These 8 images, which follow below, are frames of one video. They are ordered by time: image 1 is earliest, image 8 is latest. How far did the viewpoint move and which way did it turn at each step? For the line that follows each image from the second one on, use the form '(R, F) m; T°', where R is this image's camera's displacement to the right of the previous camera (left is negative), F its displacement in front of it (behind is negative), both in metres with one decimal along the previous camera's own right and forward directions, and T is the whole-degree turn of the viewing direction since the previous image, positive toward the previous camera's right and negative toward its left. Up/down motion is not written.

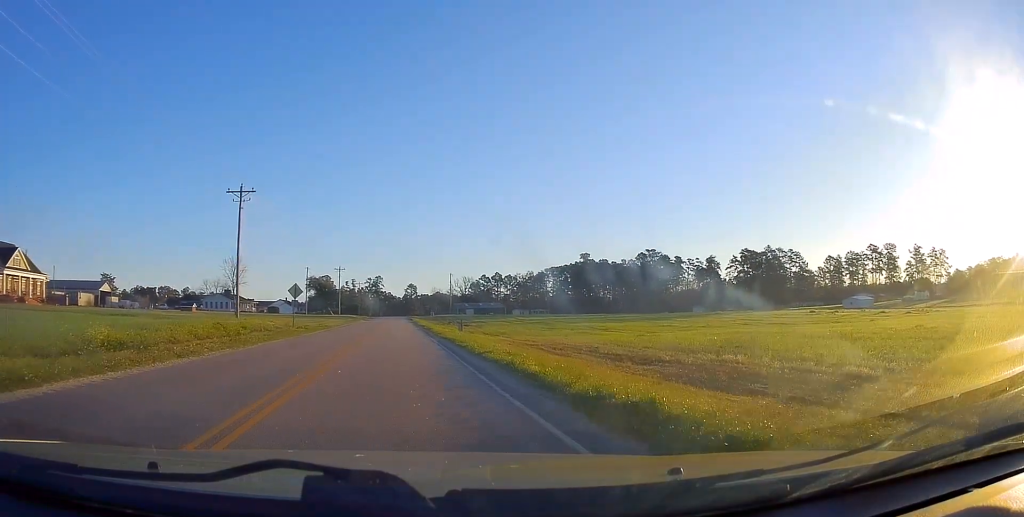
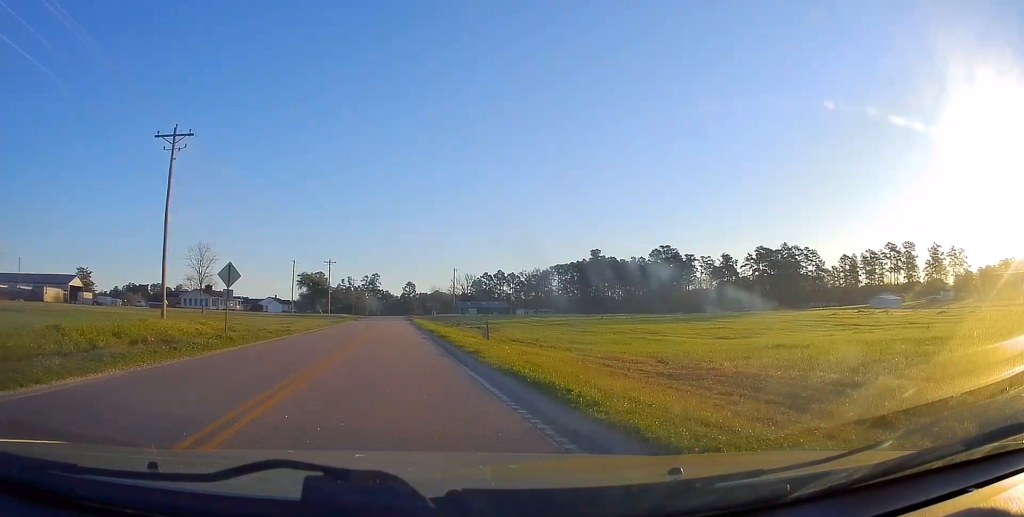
(+0.4, +14.9) m; +1°
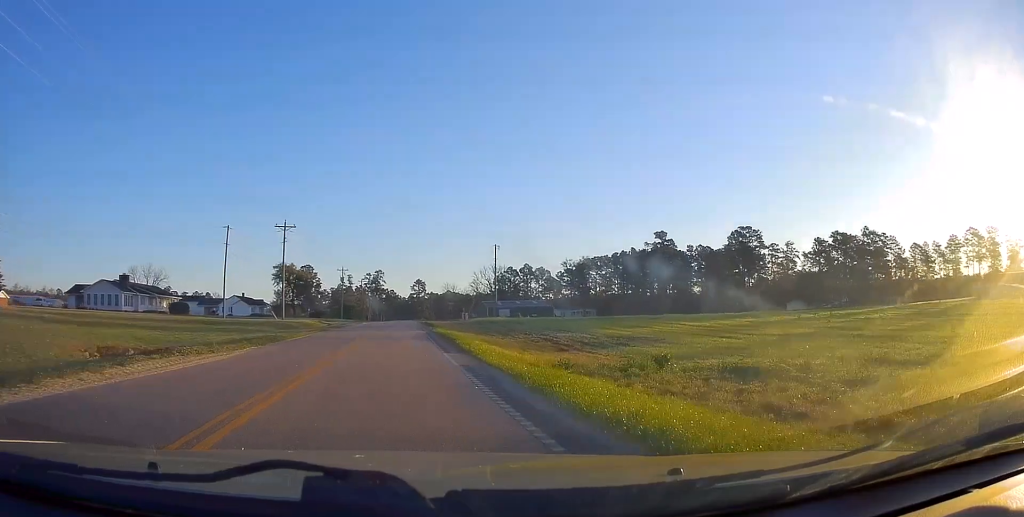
(-0.3, +50.9) m; -1°
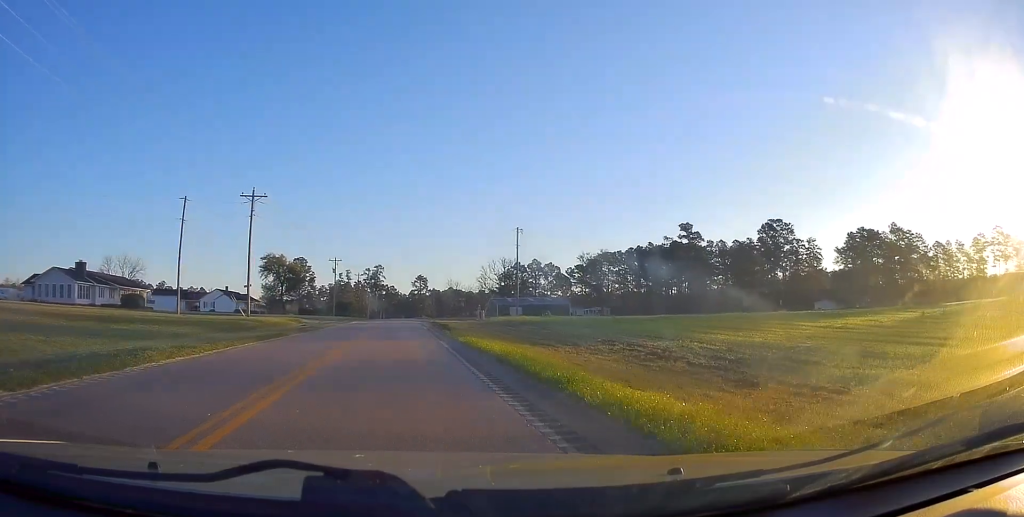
(-0.1, +15.2) m; 0°
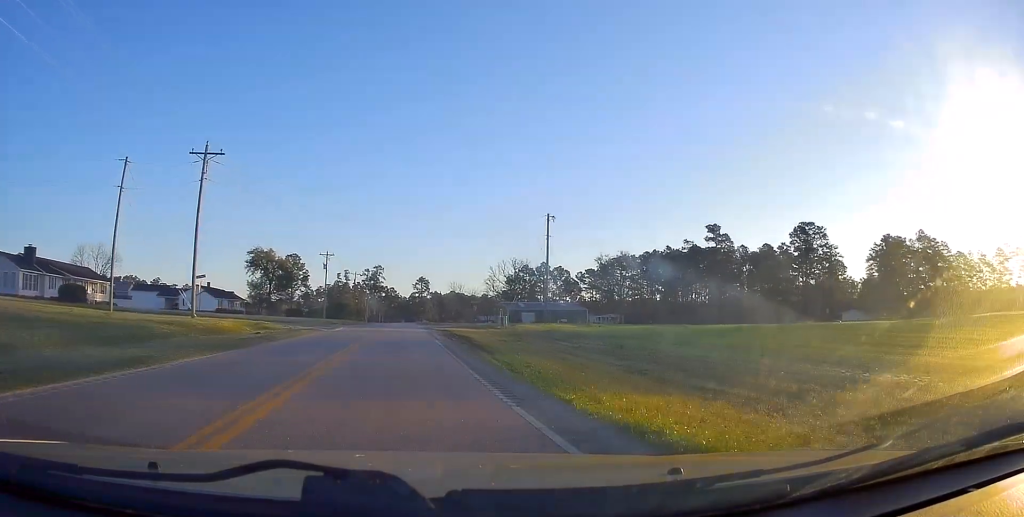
(+0.1, +14.0) m; +1°
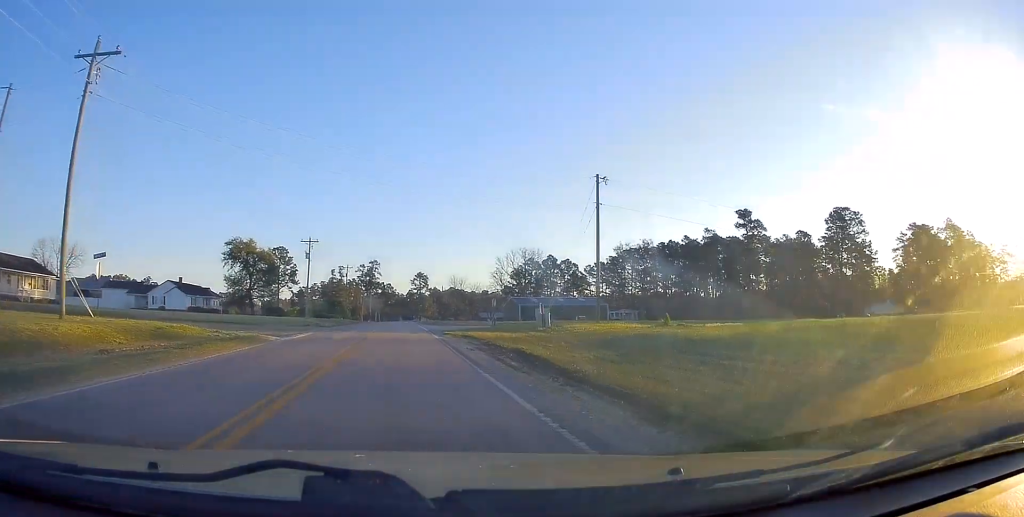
(+0.1, +15.5) m; 0°
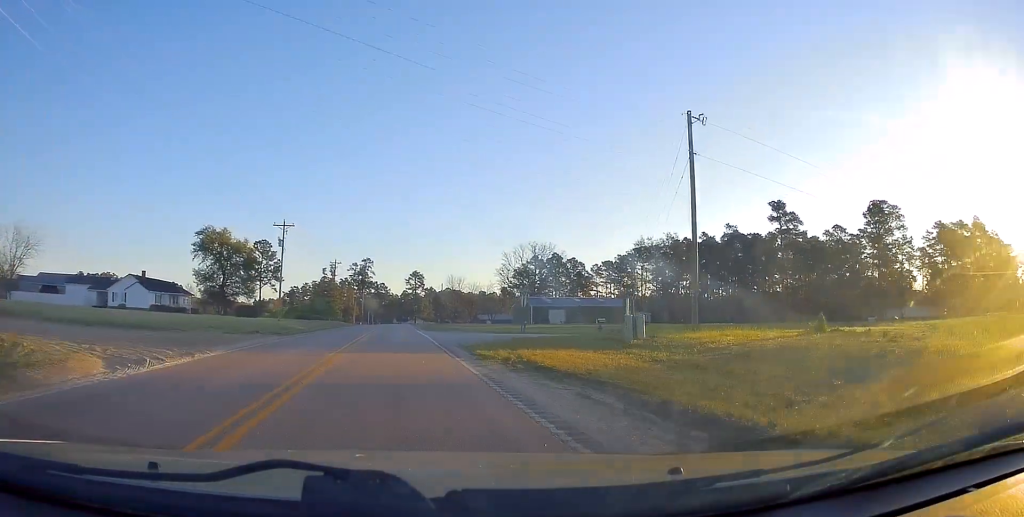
(+0.2, +15.0) m; -1°
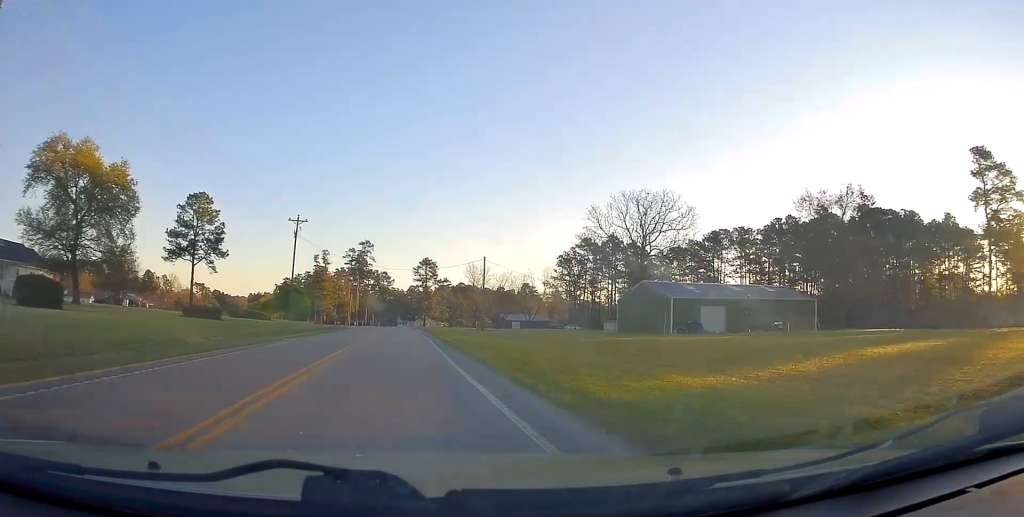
(-0.9, +50.7) m; 0°
